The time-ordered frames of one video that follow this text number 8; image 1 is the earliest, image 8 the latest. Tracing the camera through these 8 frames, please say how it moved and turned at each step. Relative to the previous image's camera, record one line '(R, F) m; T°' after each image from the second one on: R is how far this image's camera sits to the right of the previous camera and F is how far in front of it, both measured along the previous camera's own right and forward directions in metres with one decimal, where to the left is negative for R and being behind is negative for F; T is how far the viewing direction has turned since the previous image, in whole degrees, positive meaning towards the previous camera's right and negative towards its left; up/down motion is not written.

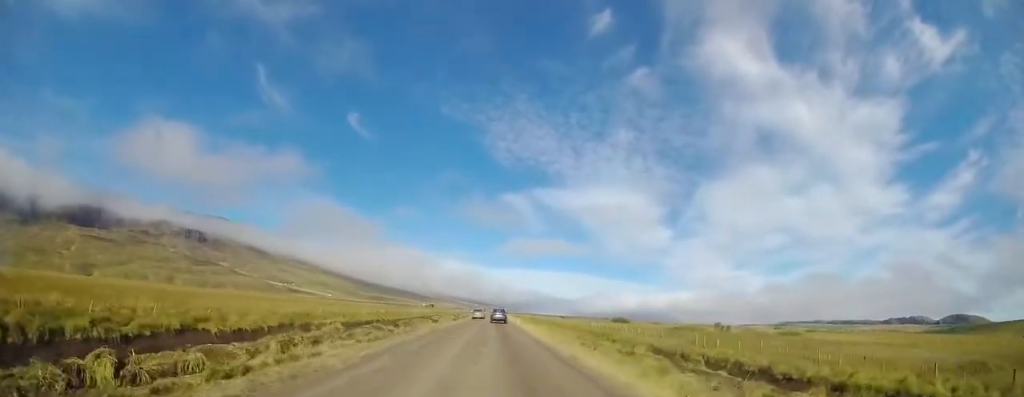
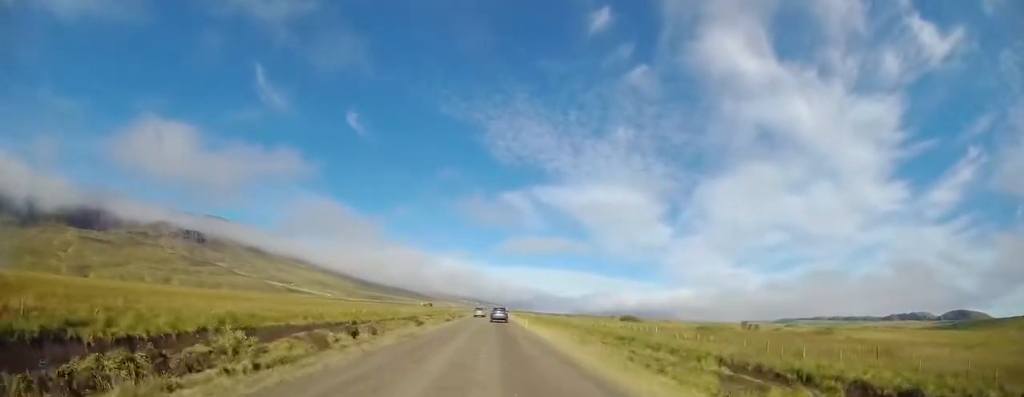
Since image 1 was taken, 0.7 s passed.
(-0.1, +9.7) m; -1°
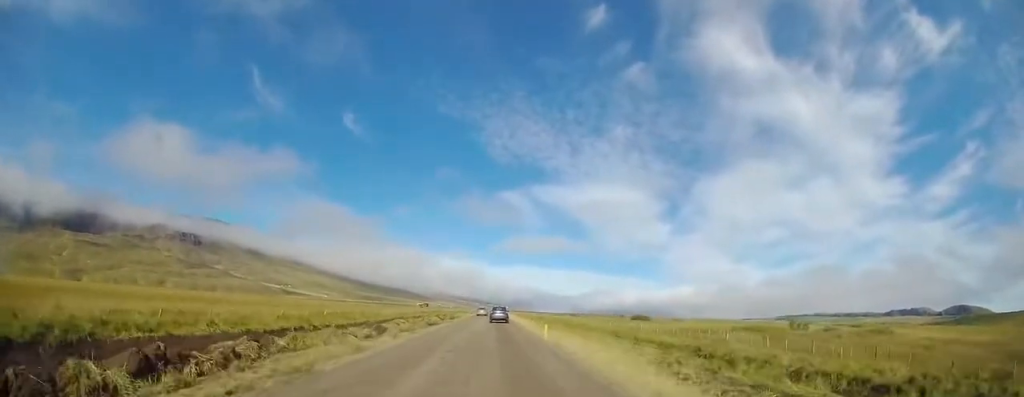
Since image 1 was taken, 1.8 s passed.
(0.0, +13.8) m; -1°
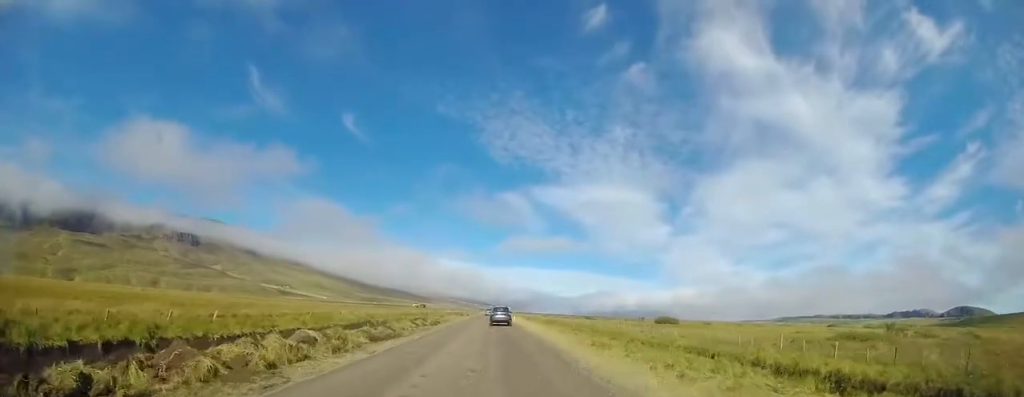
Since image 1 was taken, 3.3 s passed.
(-0.2, +19.1) m; 0°
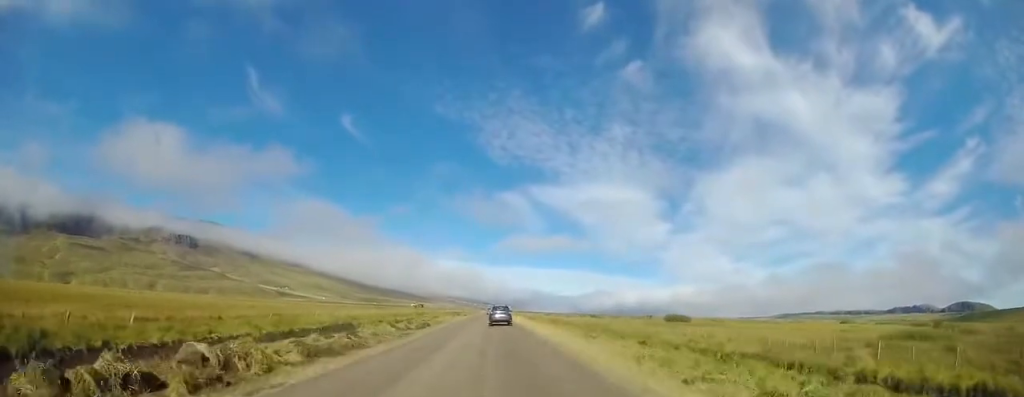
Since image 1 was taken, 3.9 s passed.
(+0.1, +7.4) m; 0°
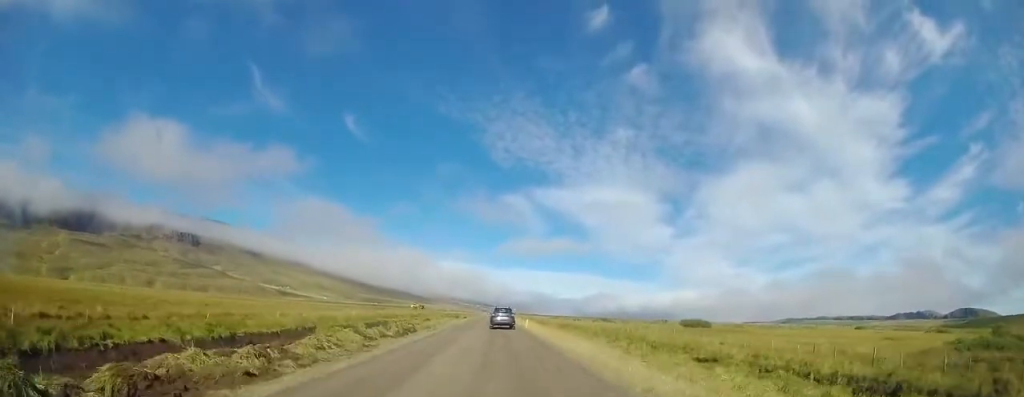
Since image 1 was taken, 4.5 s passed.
(-0.1, +8.1) m; 0°
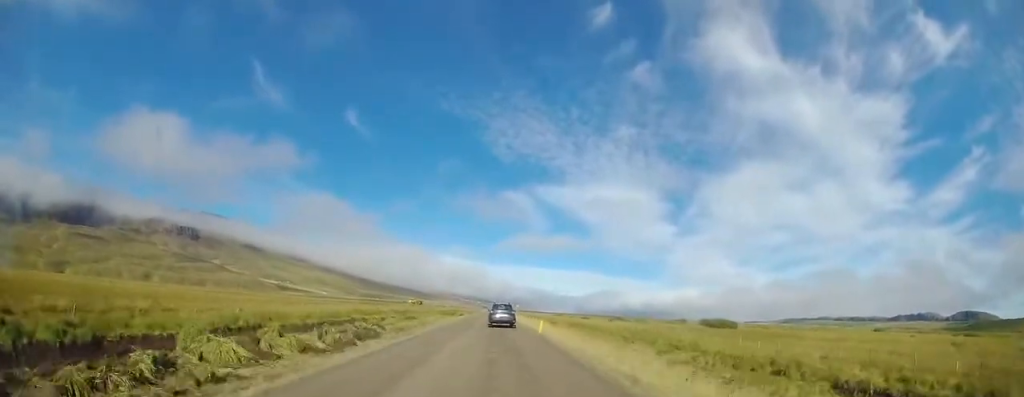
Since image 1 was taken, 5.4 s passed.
(0.0, +10.6) m; +1°
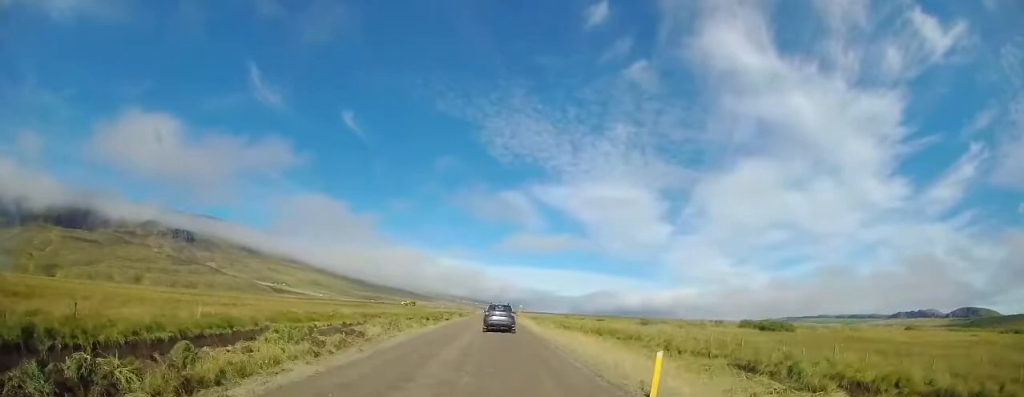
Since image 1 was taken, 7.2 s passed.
(0.0, +18.3) m; -1°
